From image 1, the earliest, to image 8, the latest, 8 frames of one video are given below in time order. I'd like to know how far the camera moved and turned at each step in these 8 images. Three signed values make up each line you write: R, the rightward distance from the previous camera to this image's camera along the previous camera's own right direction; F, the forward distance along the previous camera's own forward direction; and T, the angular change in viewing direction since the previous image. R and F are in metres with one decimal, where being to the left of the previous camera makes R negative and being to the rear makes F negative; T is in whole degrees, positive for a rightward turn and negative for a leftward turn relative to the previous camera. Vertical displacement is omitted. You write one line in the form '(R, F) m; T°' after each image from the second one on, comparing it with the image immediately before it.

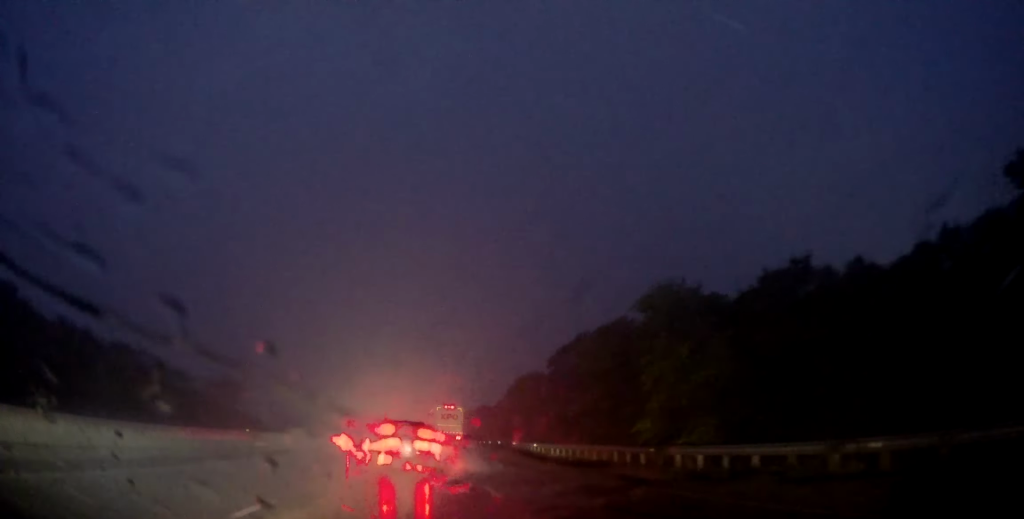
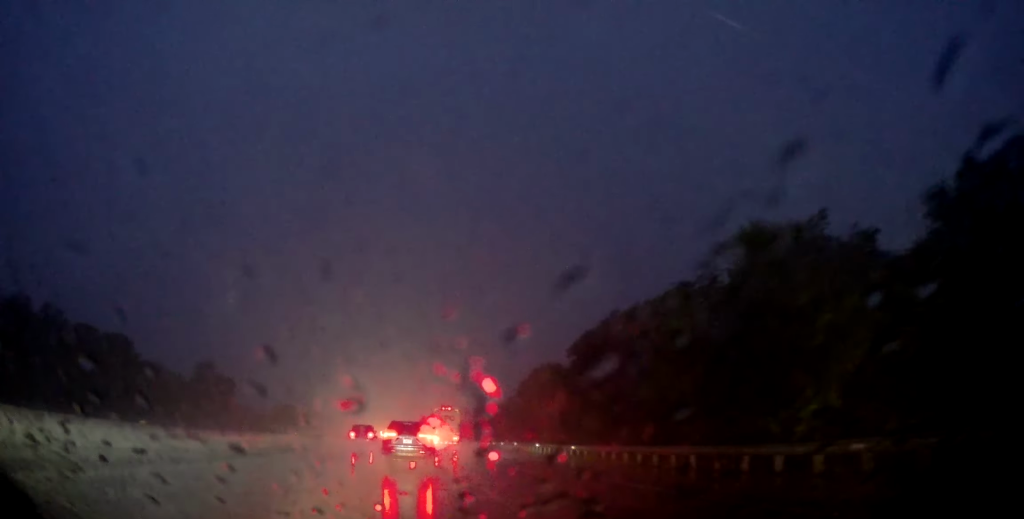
(0.0, +13.0) m; +1°
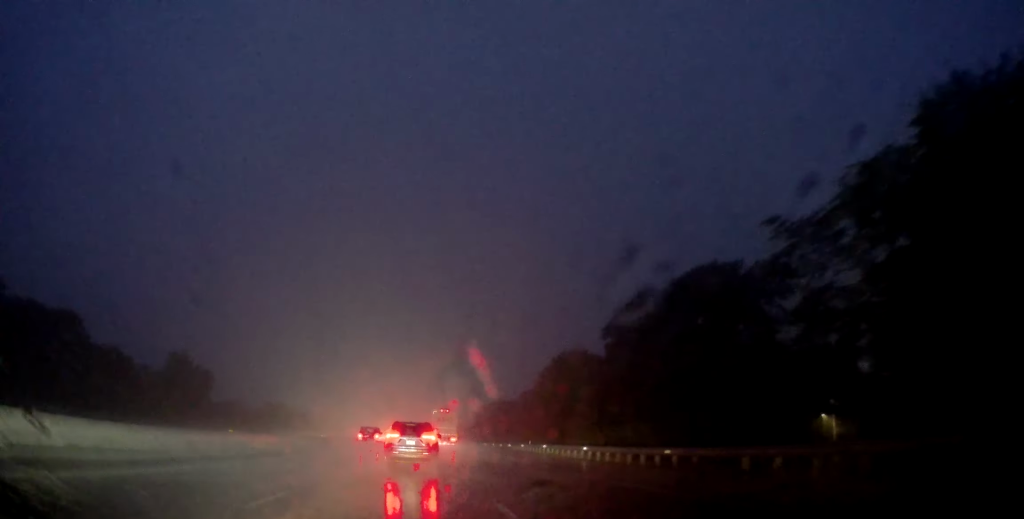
(+0.2, +14.7) m; +1°
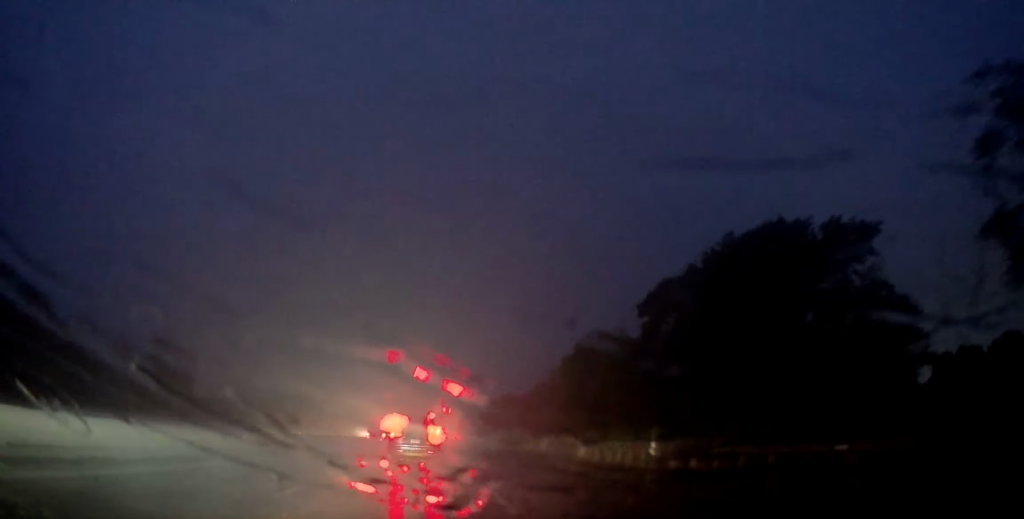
(+0.2, +10.3) m; 0°
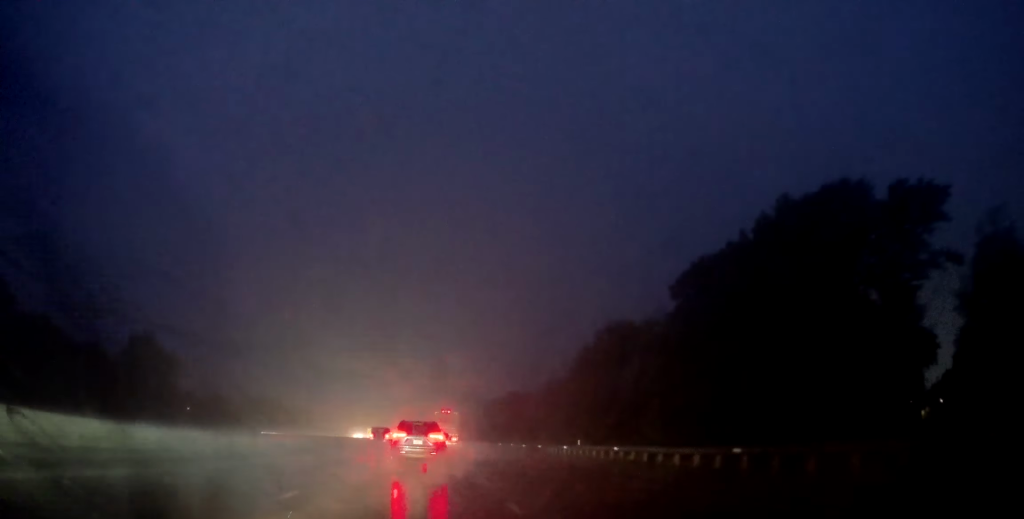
(-0.2, +7.2) m; -1°
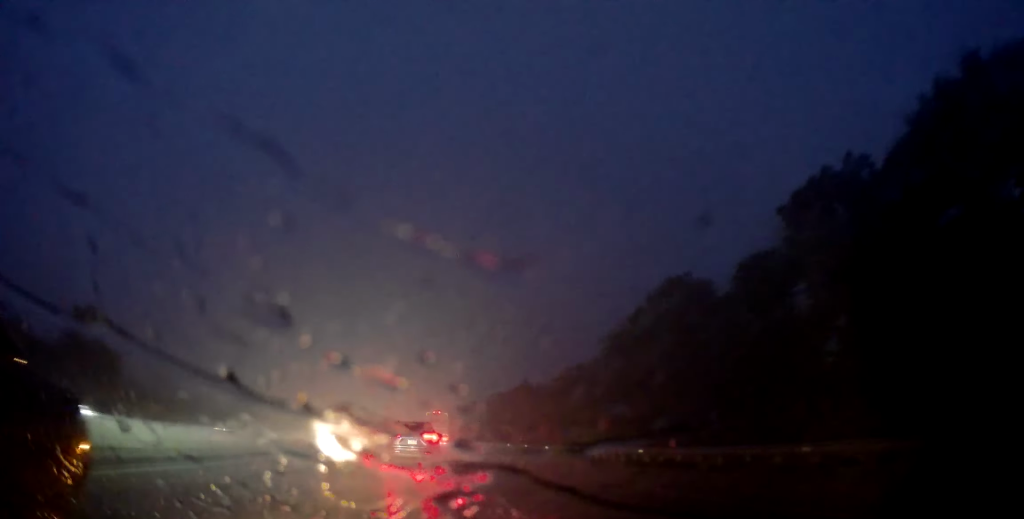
(-0.3, +17.2) m; -1°
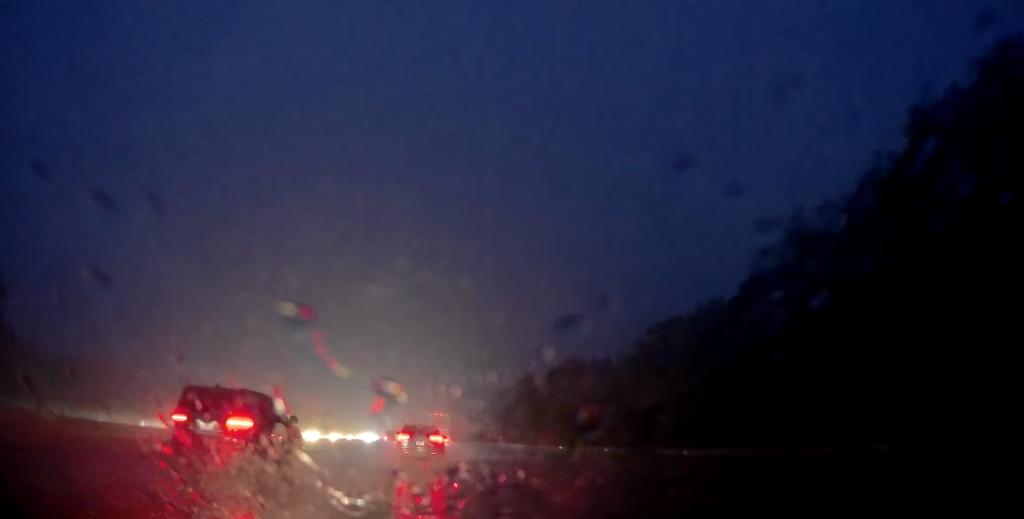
(+0.8, +28.2) m; +4°
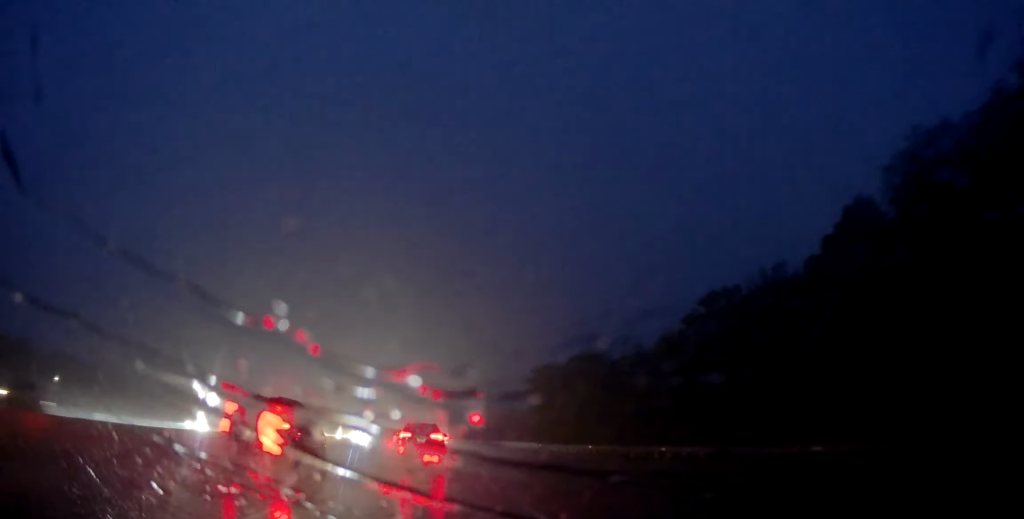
(+0.1, +9.1) m; 0°
